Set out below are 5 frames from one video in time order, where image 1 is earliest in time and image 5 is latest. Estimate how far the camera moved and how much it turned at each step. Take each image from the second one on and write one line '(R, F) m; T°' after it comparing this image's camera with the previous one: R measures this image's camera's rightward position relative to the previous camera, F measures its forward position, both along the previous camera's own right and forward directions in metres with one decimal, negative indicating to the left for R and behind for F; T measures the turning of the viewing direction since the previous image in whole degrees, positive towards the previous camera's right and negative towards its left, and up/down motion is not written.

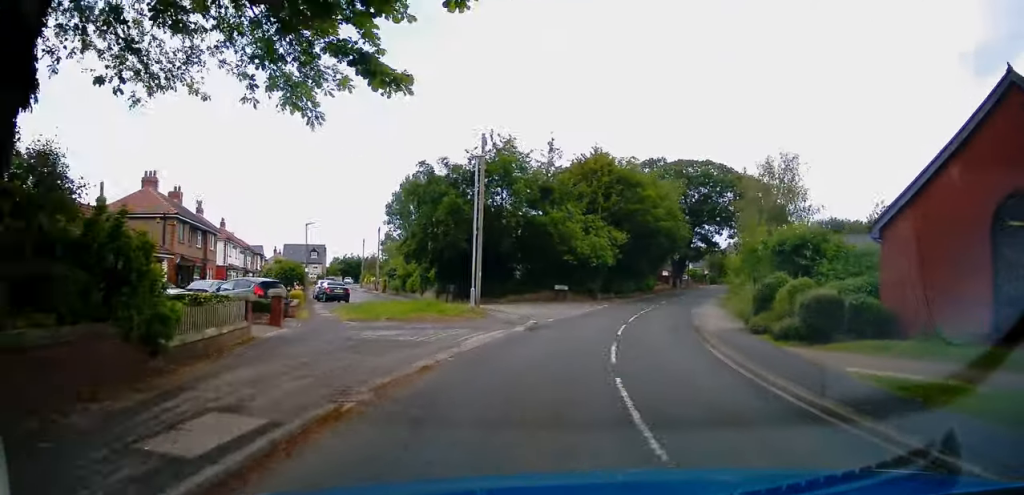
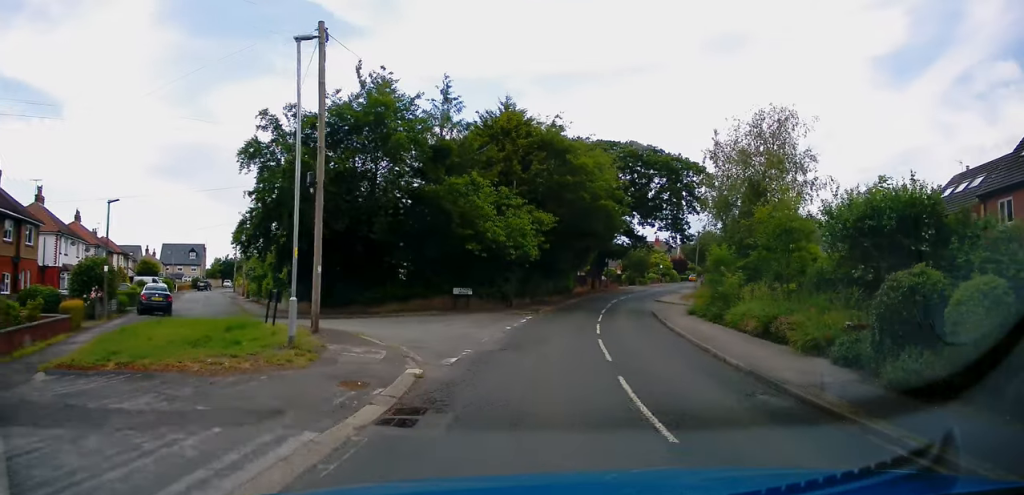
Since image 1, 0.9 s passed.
(+0.9, +11.6) m; +9°
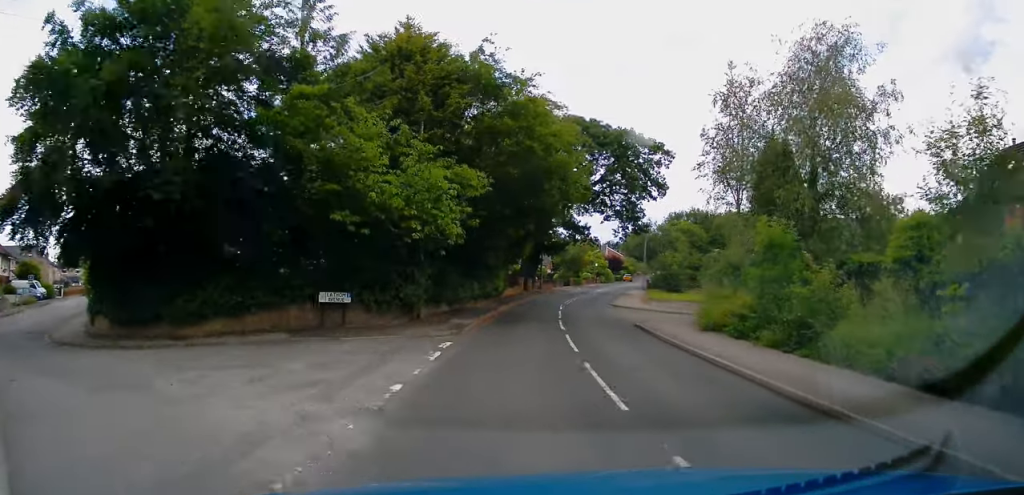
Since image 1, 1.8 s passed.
(+0.9, +11.3) m; +8°
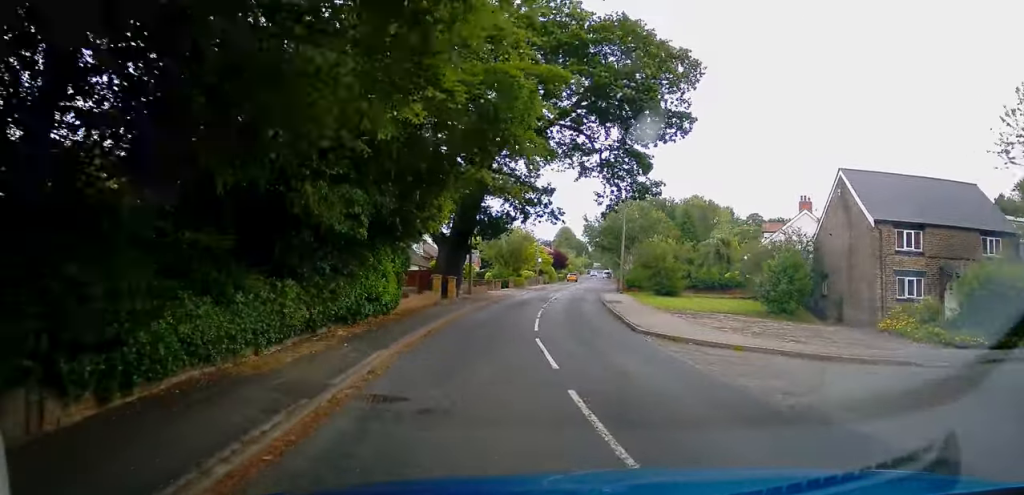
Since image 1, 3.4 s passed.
(+1.7, +21.4) m; +8°
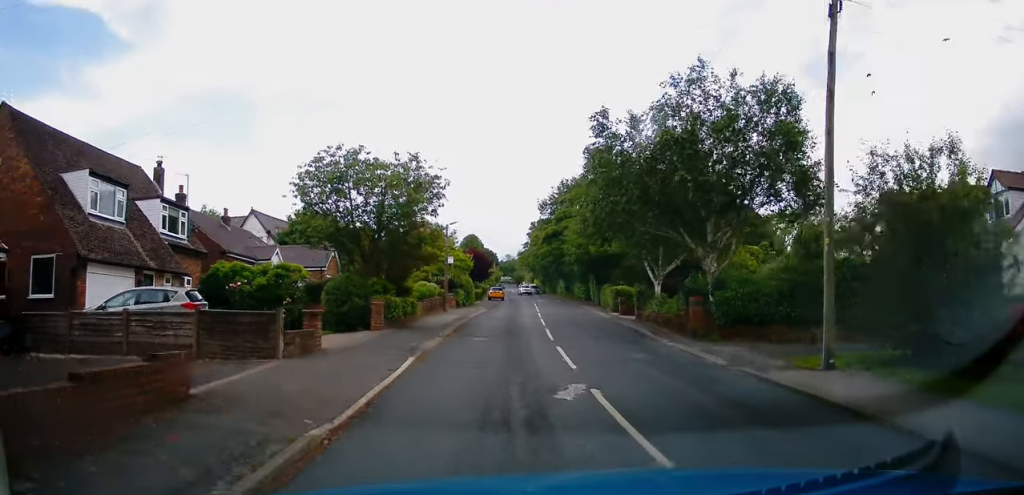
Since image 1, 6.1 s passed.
(+3.0, +35.7) m; +8°
